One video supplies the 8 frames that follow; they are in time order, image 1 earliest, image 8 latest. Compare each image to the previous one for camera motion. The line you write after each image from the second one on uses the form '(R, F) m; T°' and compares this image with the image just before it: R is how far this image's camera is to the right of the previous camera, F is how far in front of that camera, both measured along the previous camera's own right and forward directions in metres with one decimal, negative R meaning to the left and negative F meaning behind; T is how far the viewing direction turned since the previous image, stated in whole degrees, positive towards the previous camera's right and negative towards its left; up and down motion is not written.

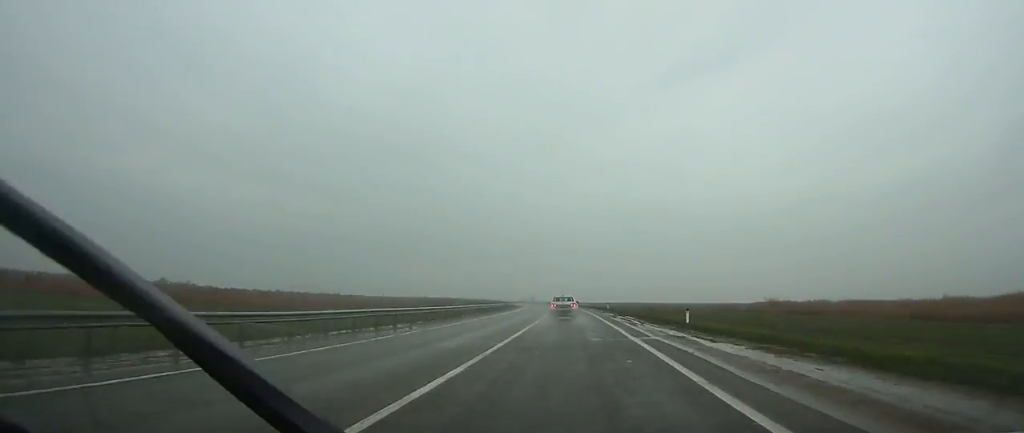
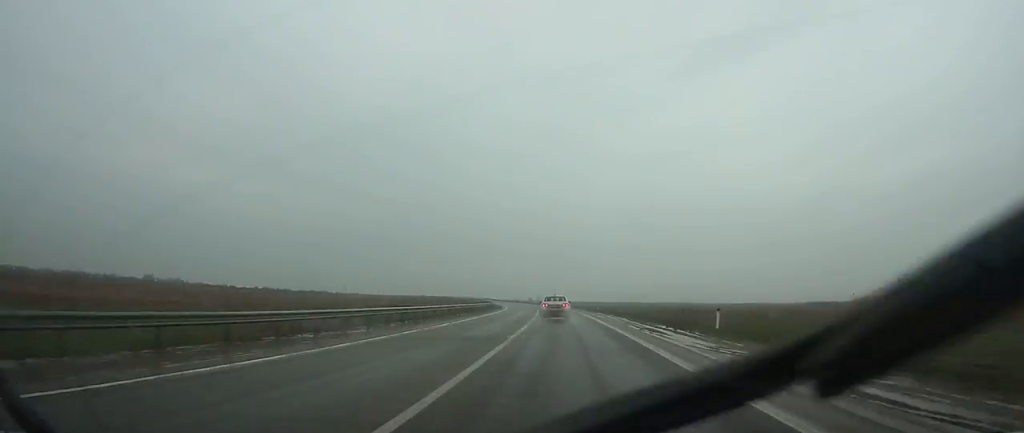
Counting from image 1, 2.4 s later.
(-0.8, +54.0) m; -2°
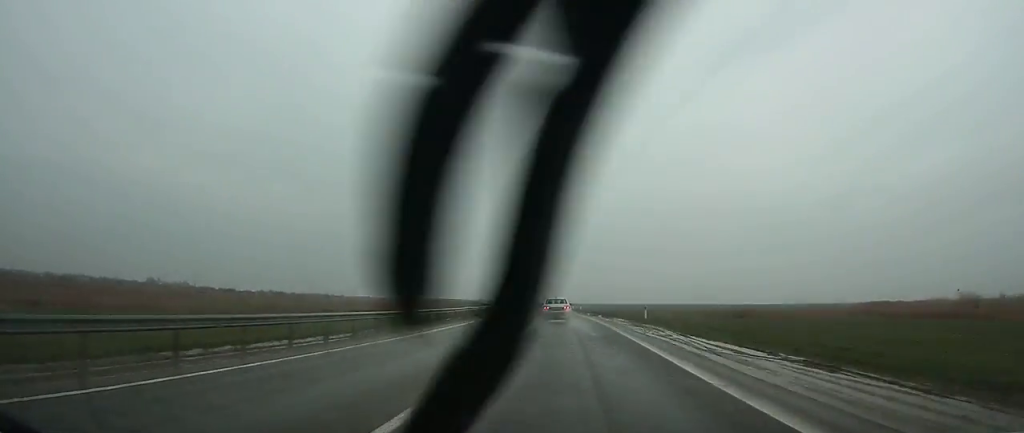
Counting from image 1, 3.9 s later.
(-0.4, +32.4) m; -2°
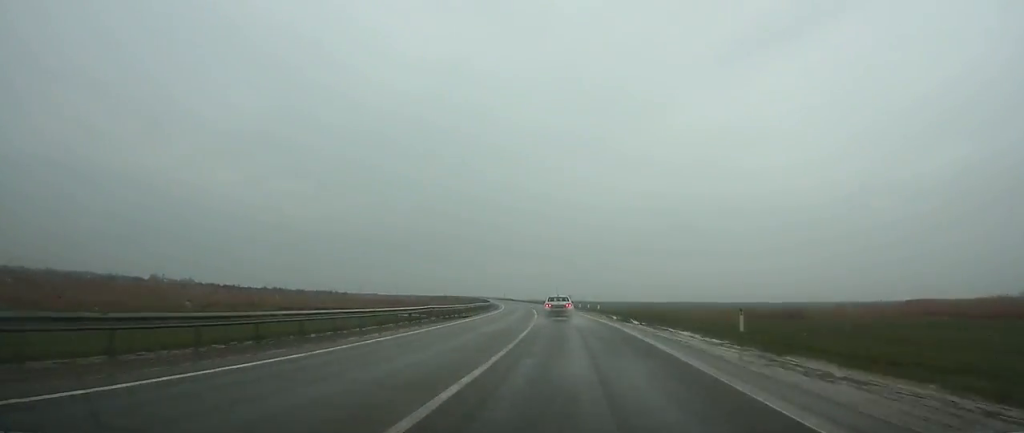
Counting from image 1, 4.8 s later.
(-0.2, +20.4) m; -1°
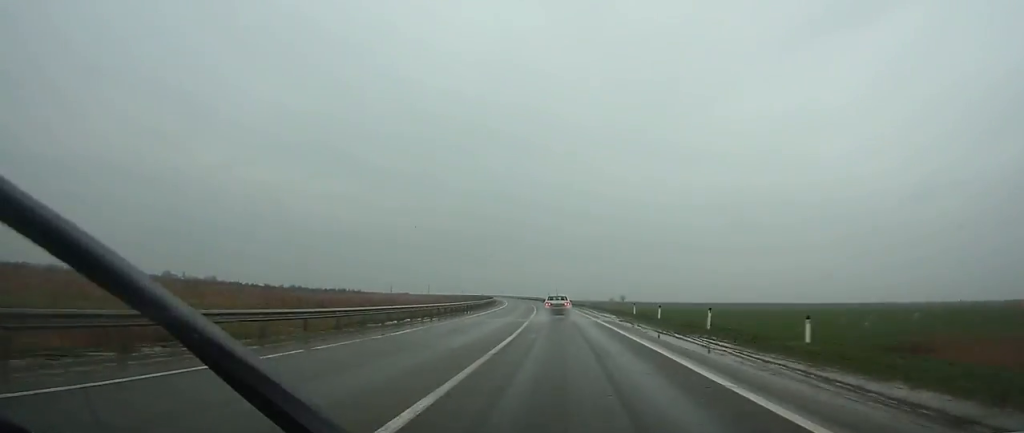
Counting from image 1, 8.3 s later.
(-3.0, +74.7) m; -4°
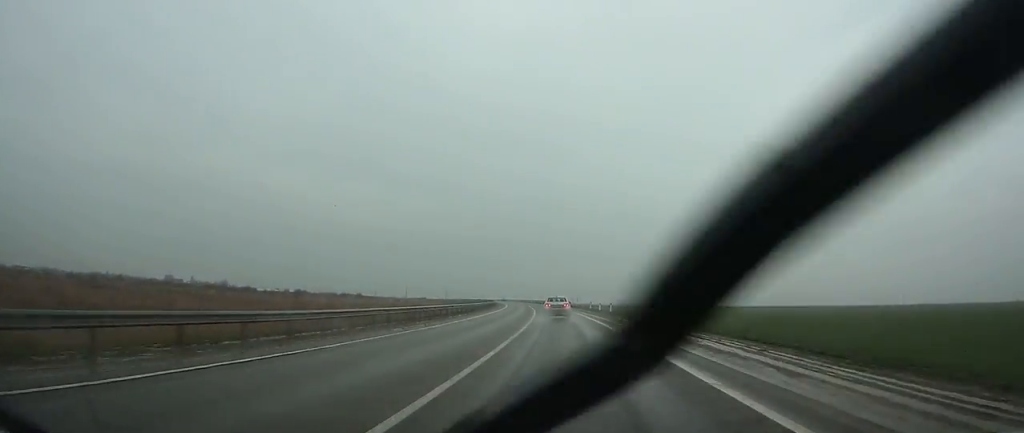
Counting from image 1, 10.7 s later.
(-1.2, +51.5) m; -3°
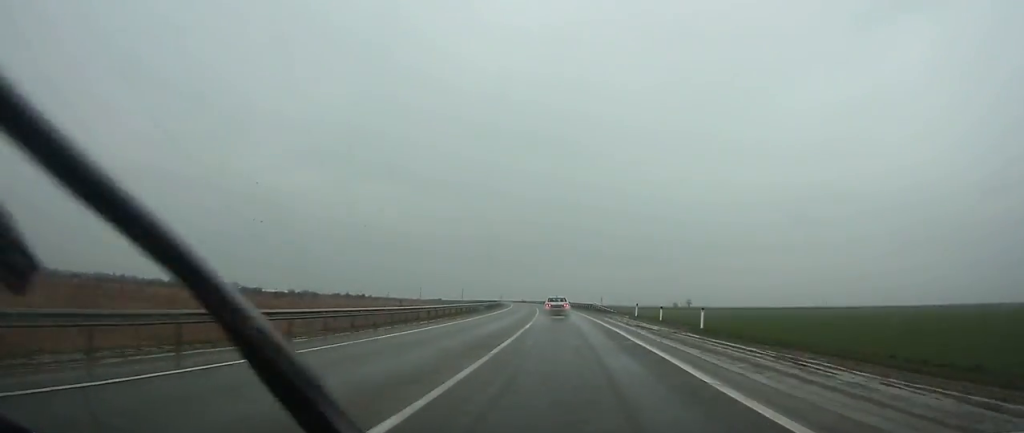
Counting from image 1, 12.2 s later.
(-0.7, +33.0) m; -2°
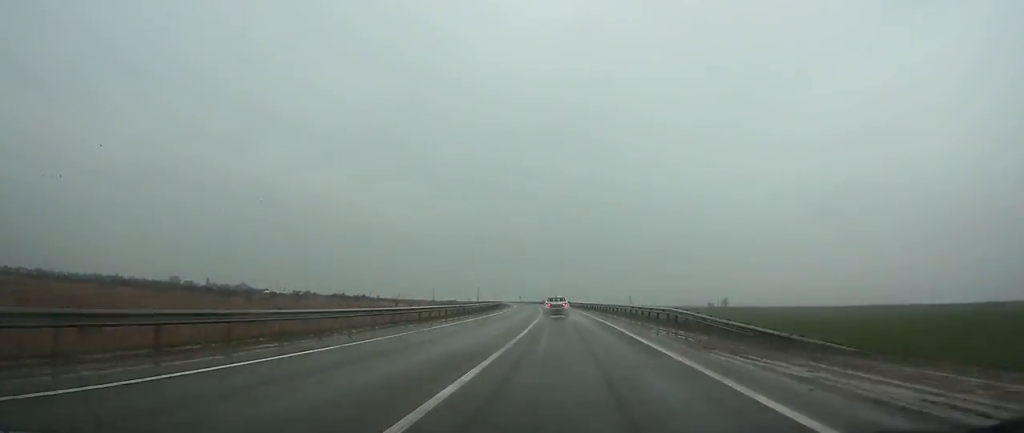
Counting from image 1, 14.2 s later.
(-1.0, +43.2) m; -2°
